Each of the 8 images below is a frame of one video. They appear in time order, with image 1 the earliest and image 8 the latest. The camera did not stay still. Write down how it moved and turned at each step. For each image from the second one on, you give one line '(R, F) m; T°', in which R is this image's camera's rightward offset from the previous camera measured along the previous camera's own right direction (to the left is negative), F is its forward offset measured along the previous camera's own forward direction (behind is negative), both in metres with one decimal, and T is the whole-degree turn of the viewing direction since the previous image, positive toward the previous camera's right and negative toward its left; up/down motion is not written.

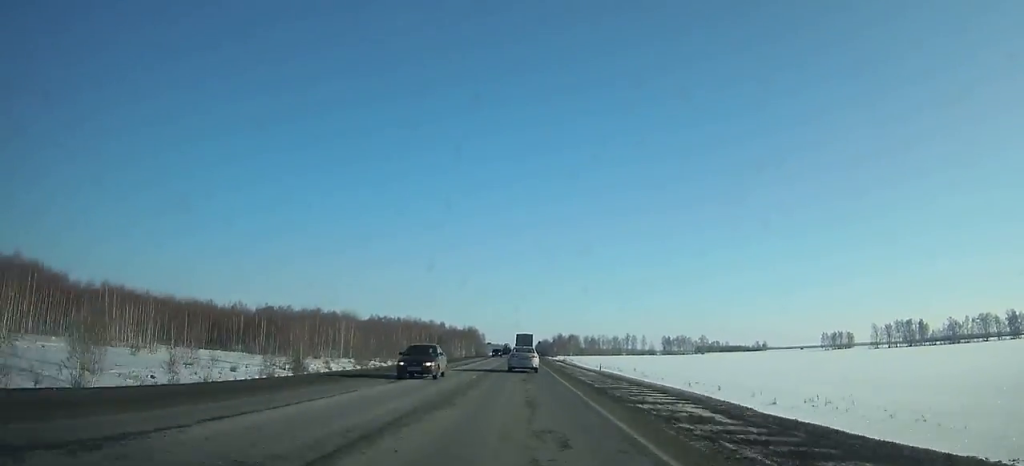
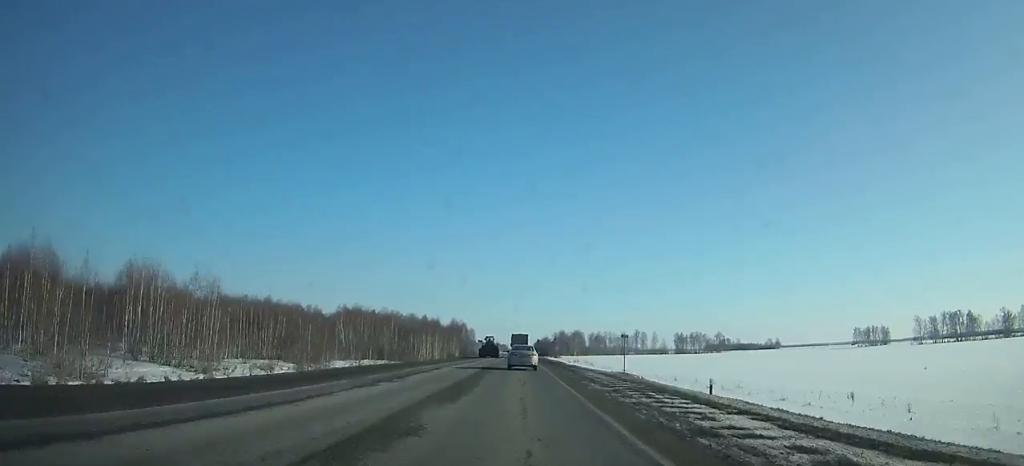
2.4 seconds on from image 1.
(0.0, +53.8) m; 0°
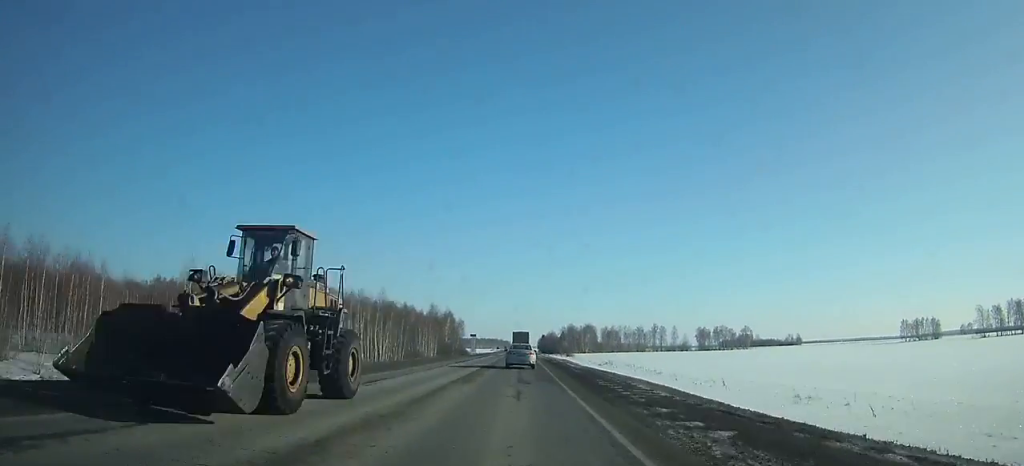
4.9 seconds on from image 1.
(-0.1, +55.8) m; 0°
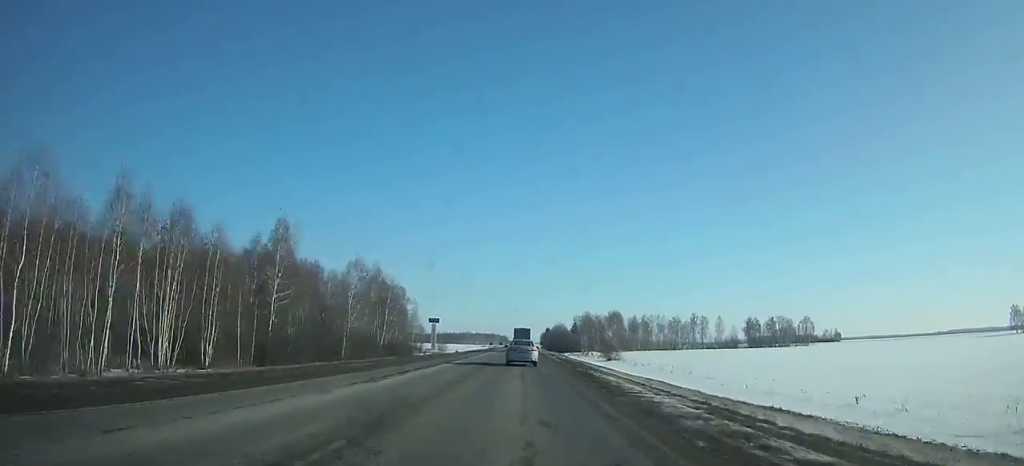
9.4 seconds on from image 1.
(-0.3, +99.7) m; 0°
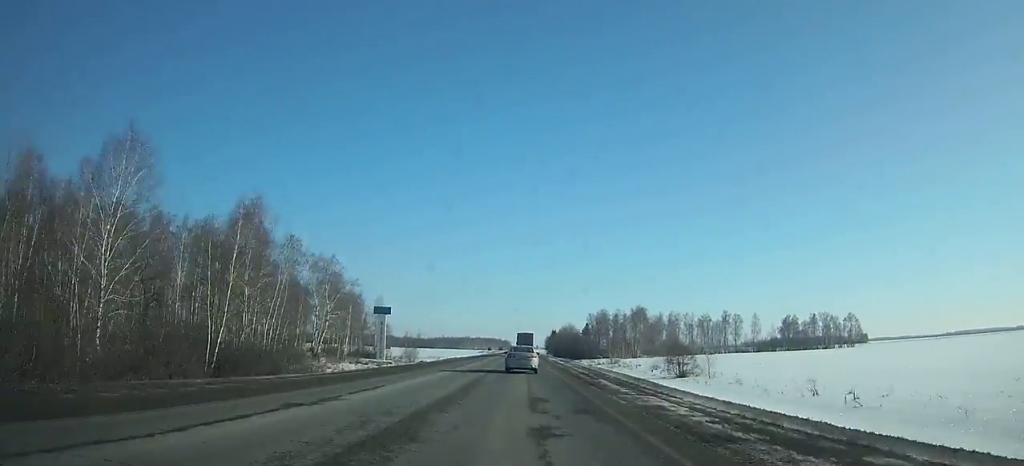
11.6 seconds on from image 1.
(-0.1, +48.2) m; 0°
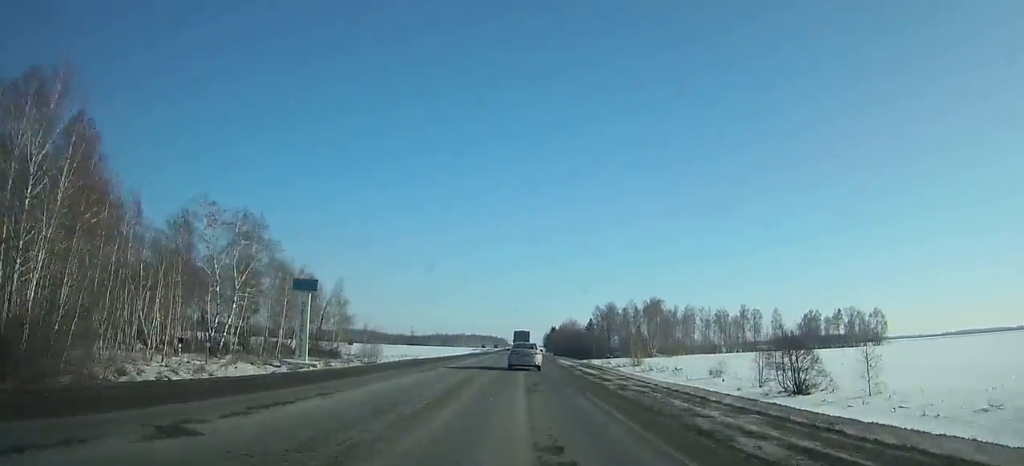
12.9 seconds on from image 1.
(0.0, +28.4) m; 0°
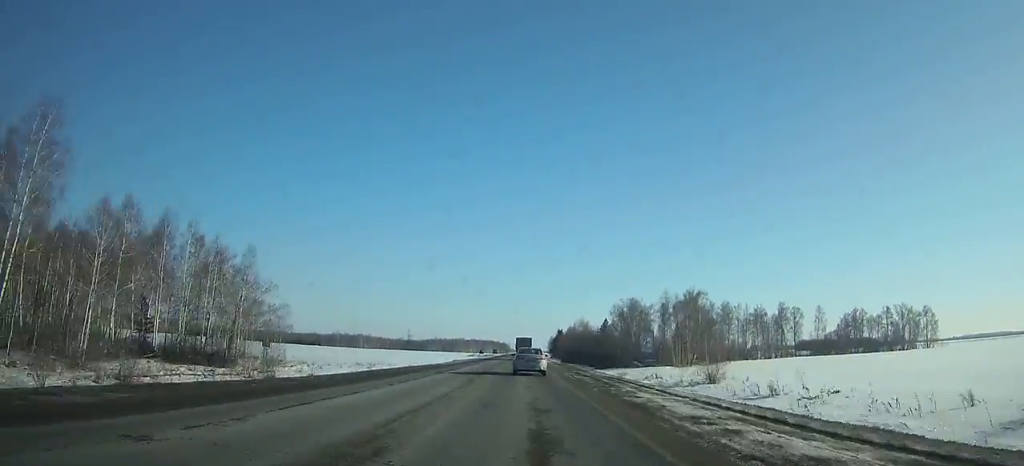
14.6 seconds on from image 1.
(0.0, +37.0) m; 0°
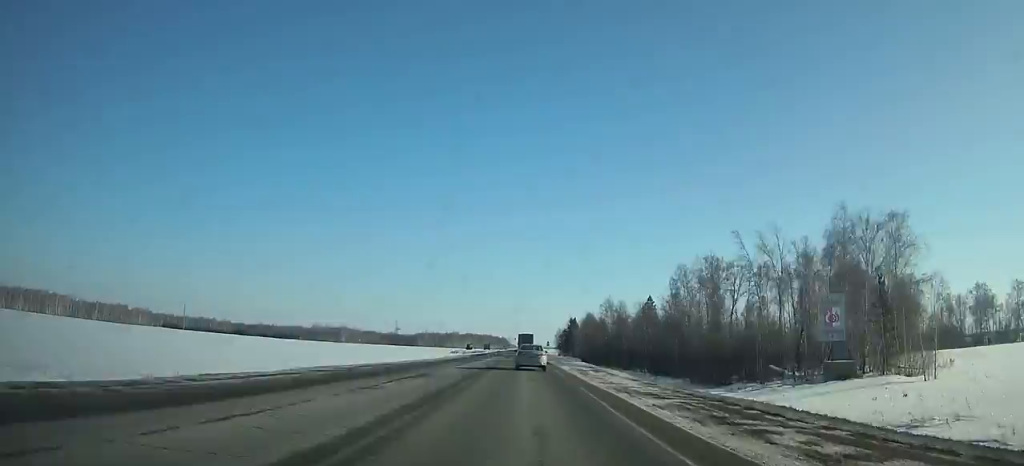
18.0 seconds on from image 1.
(+0.1, +74.5) m; 0°
